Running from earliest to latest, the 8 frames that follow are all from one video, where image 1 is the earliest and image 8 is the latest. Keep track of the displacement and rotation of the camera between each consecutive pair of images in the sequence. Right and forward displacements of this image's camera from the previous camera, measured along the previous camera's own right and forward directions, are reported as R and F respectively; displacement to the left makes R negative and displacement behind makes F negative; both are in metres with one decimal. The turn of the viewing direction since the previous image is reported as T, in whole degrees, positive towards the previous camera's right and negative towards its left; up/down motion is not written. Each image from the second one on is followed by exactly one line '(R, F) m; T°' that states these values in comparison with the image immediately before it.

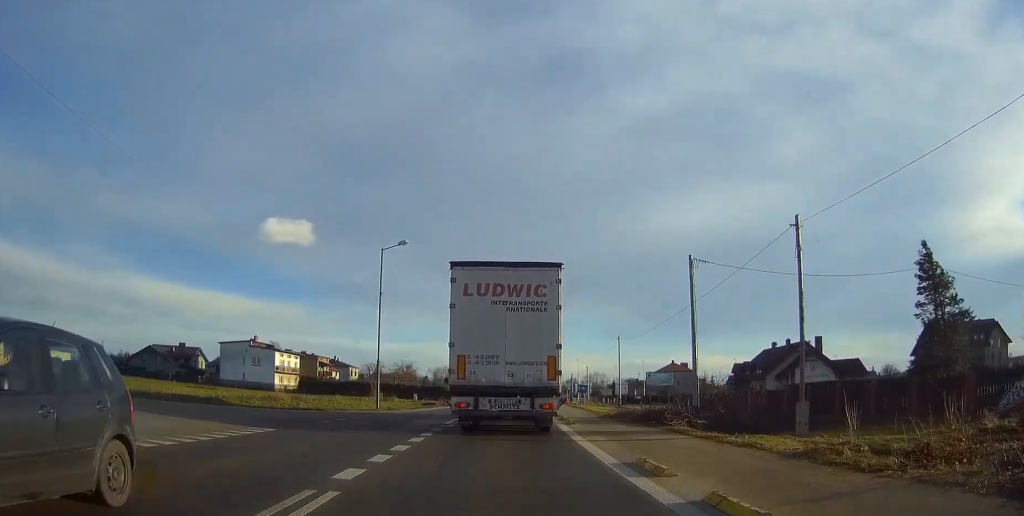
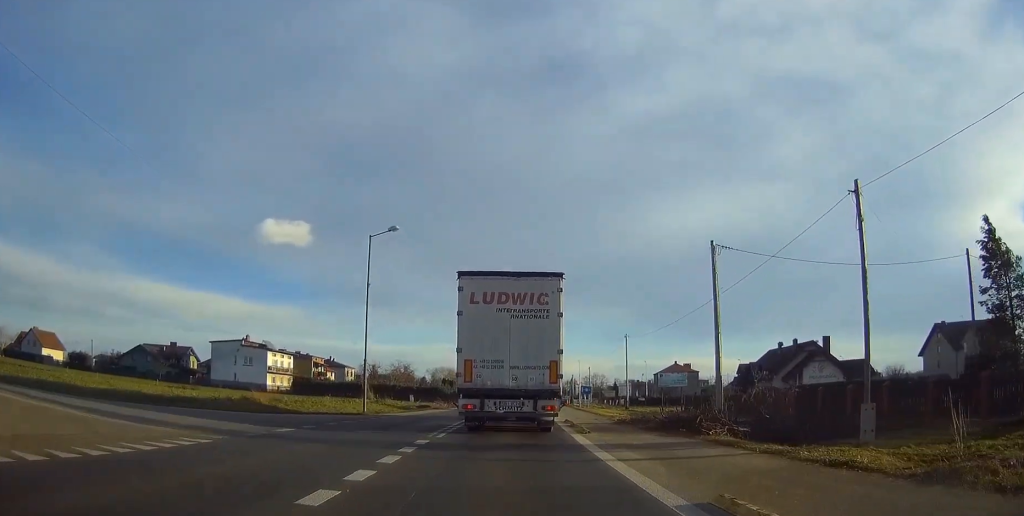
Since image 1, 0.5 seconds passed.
(0.0, +4.3) m; 0°
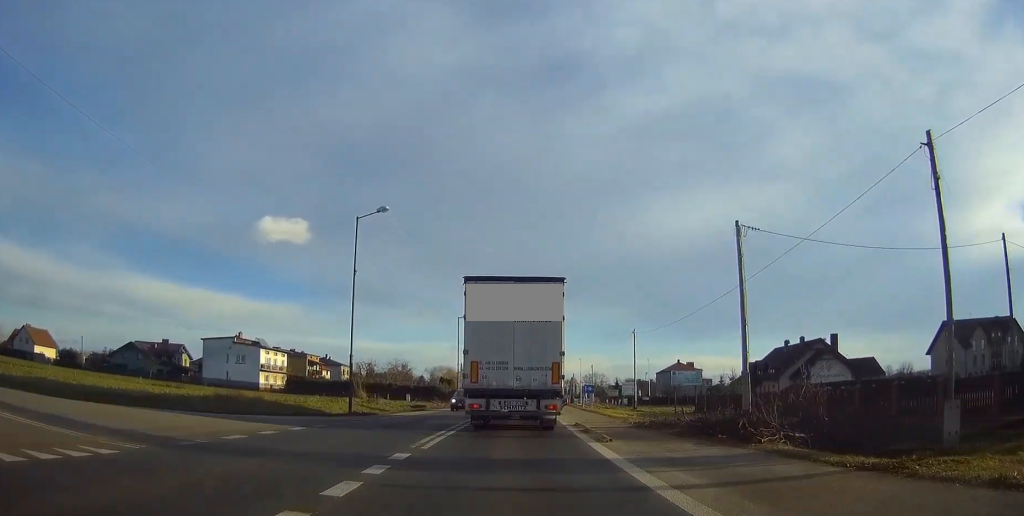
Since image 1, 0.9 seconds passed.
(0.0, +4.0) m; 0°
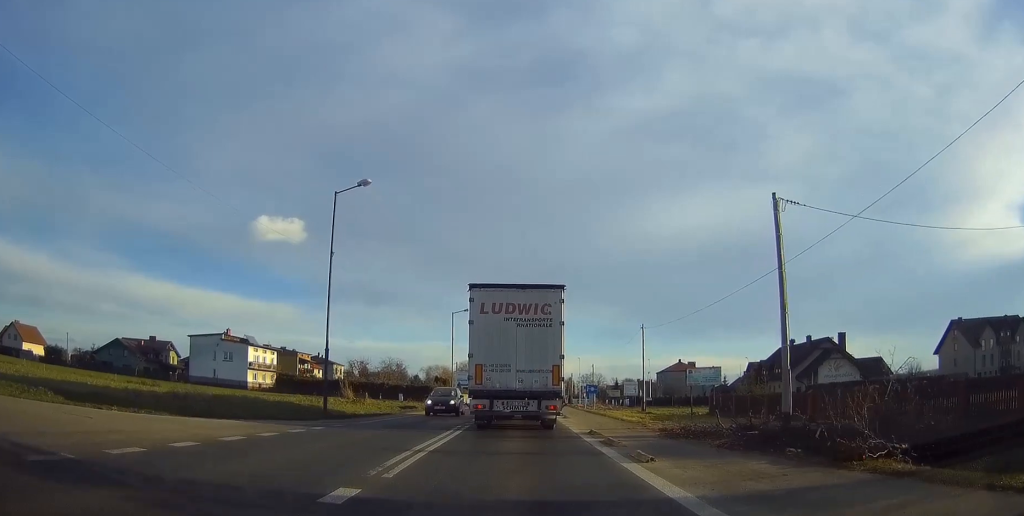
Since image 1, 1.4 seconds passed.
(0.0, +4.7) m; 0°
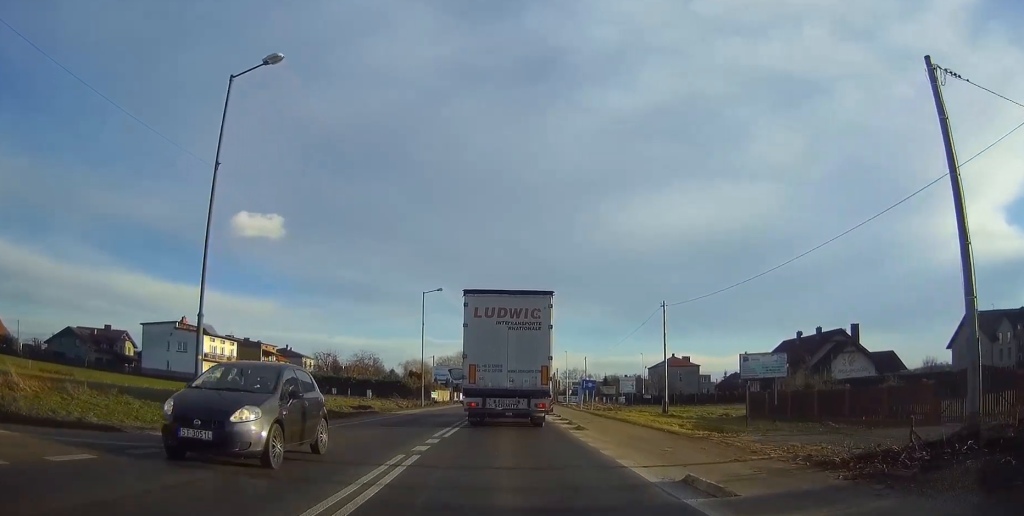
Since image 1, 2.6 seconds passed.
(0.0, +11.7) m; +1°
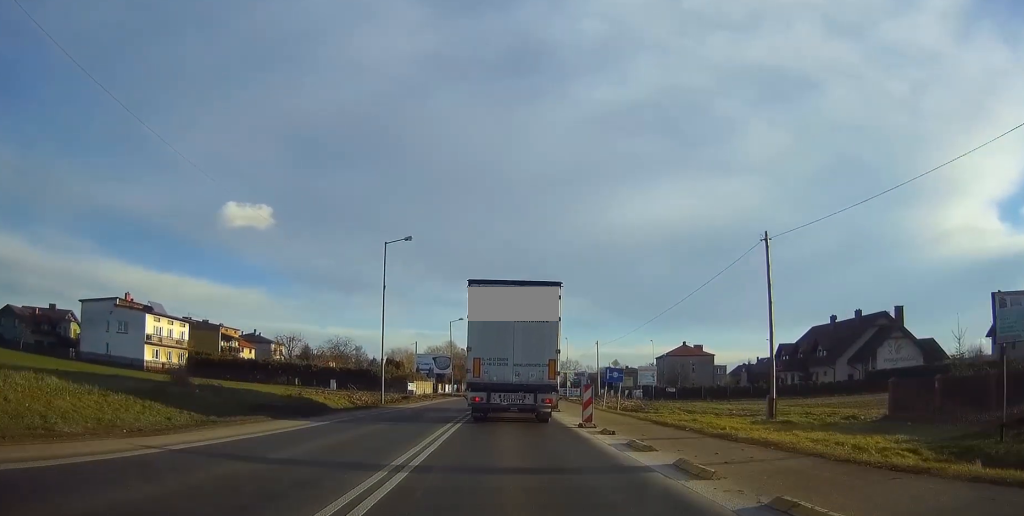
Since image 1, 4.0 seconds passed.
(+0.3, +16.0) m; +1°
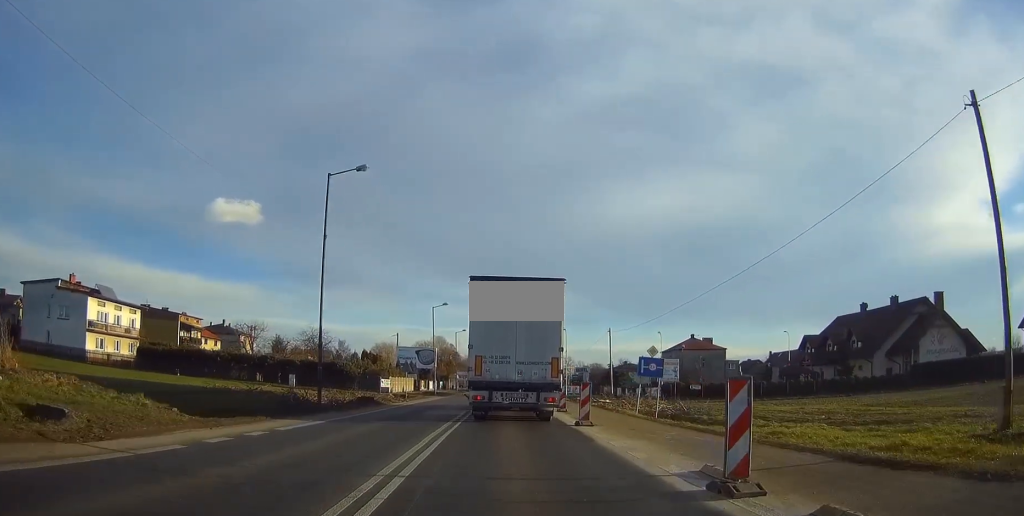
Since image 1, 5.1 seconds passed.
(0.0, +13.0) m; +1°
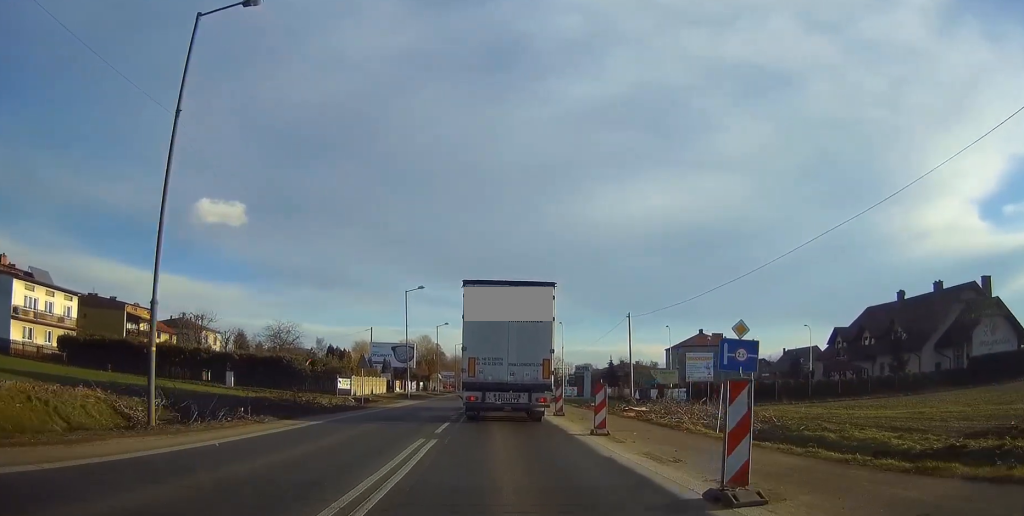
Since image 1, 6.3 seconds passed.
(+0.2, +14.1) m; +1°
